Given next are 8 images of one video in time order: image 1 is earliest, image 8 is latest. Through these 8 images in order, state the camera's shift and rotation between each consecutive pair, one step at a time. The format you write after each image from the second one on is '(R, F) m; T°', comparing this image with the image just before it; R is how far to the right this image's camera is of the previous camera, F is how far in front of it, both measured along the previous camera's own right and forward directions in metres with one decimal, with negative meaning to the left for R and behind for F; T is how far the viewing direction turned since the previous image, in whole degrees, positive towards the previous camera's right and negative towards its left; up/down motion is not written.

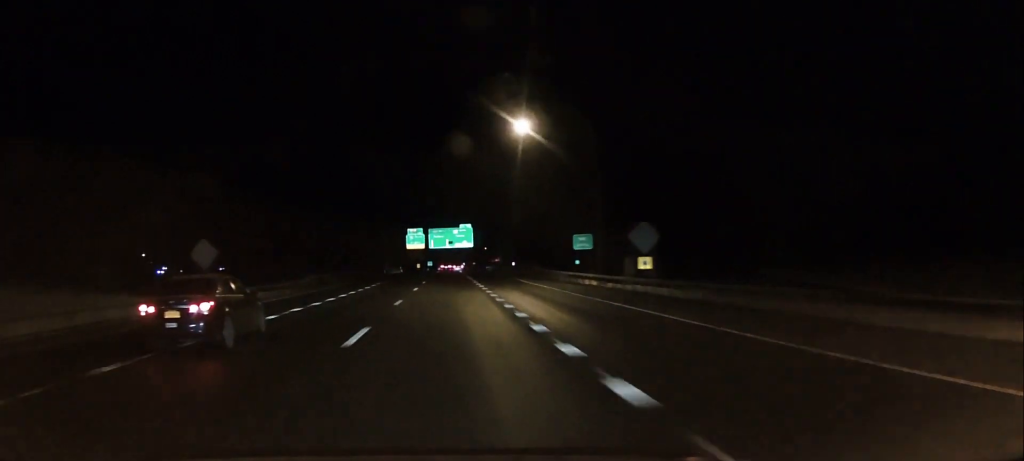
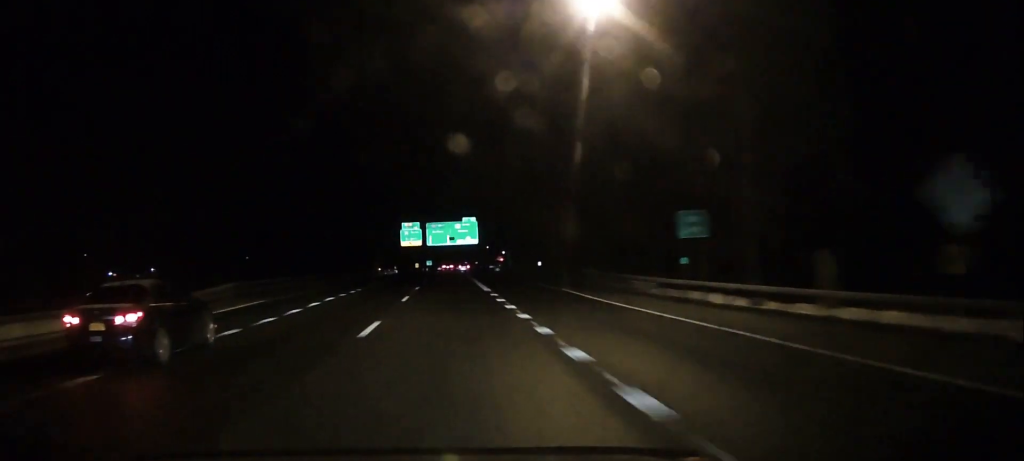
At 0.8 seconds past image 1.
(+0.4, +22.3) m; 0°
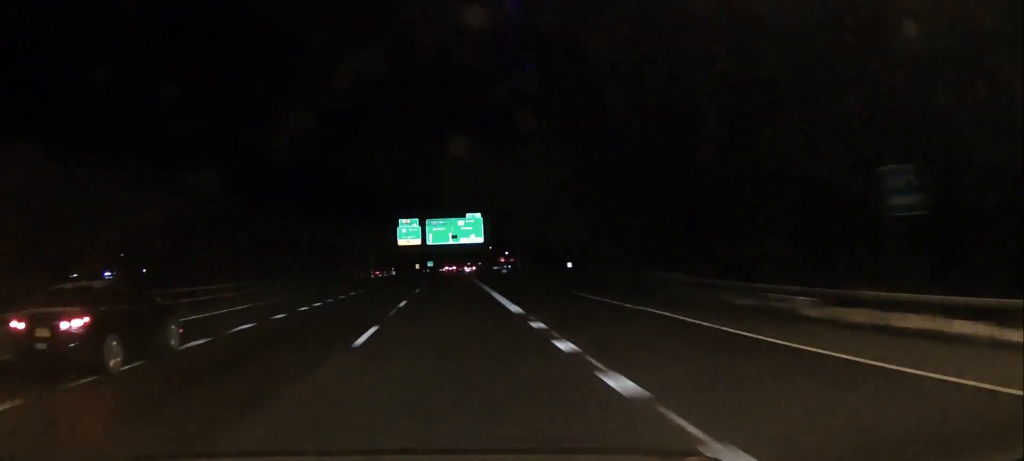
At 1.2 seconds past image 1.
(-0.1, +13.5) m; 0°
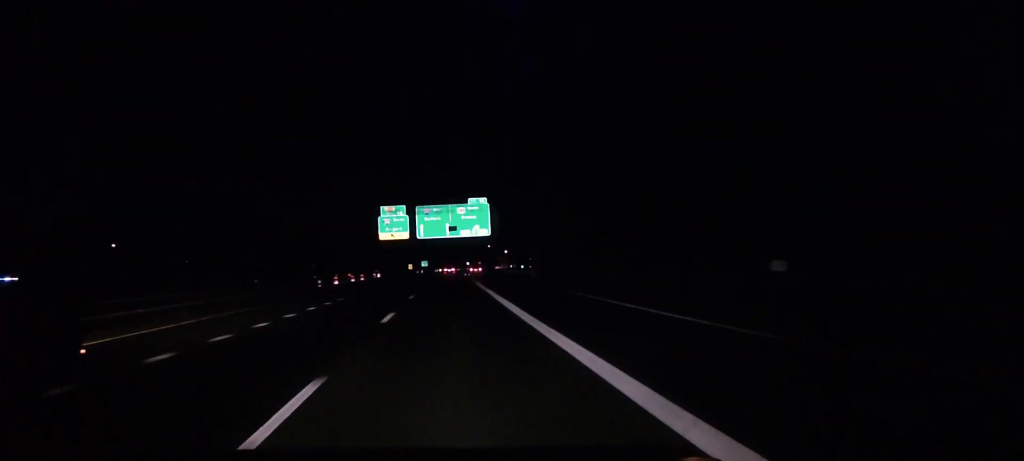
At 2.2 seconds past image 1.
(+0.1, +28.9) m; +2°
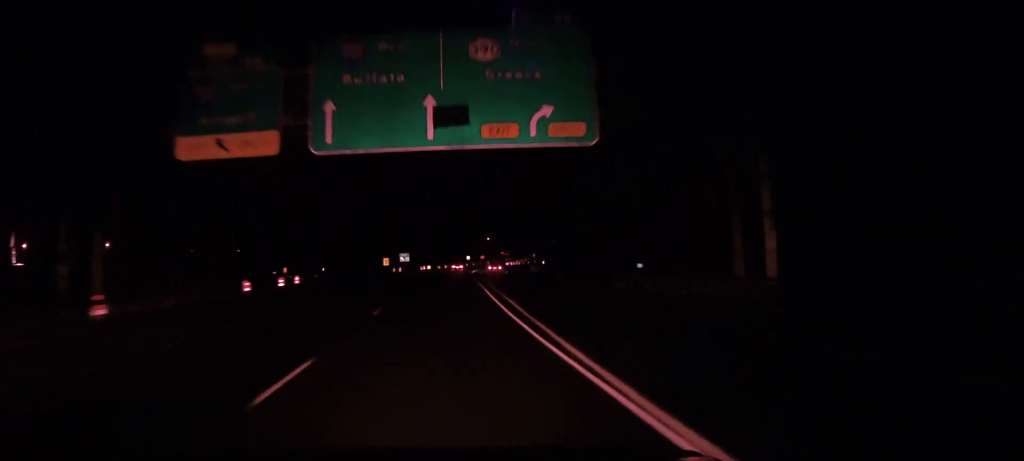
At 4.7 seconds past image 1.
(+2.1, +71.1) m; +2°
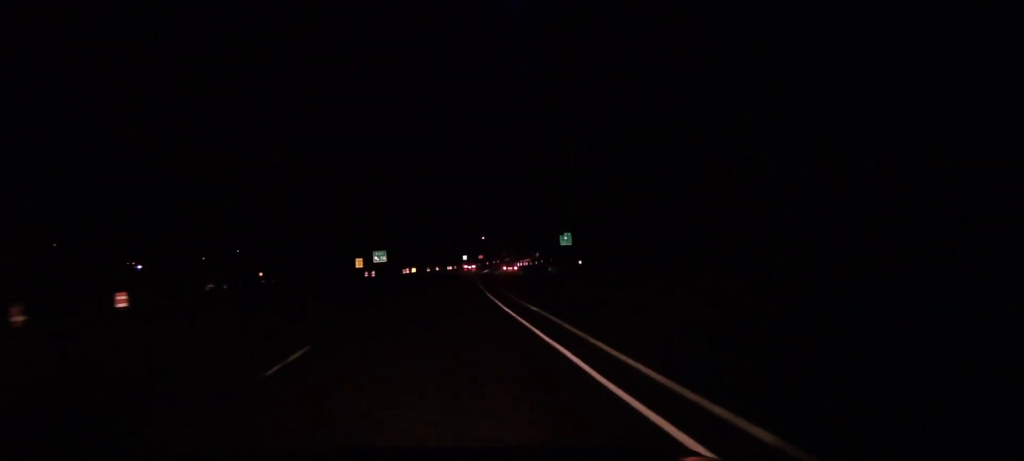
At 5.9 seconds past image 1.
(0.0, +36.3) m; 0°
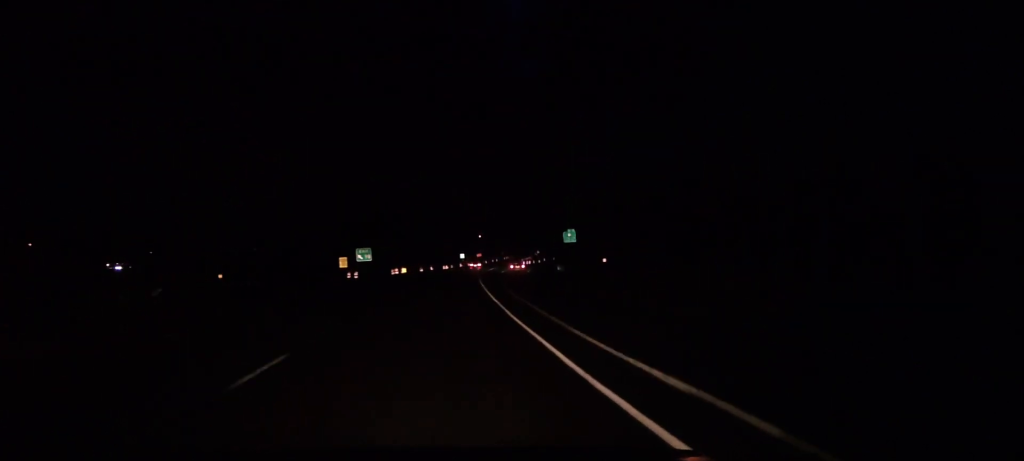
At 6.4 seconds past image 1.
(0.0, +13.7) m; 0°
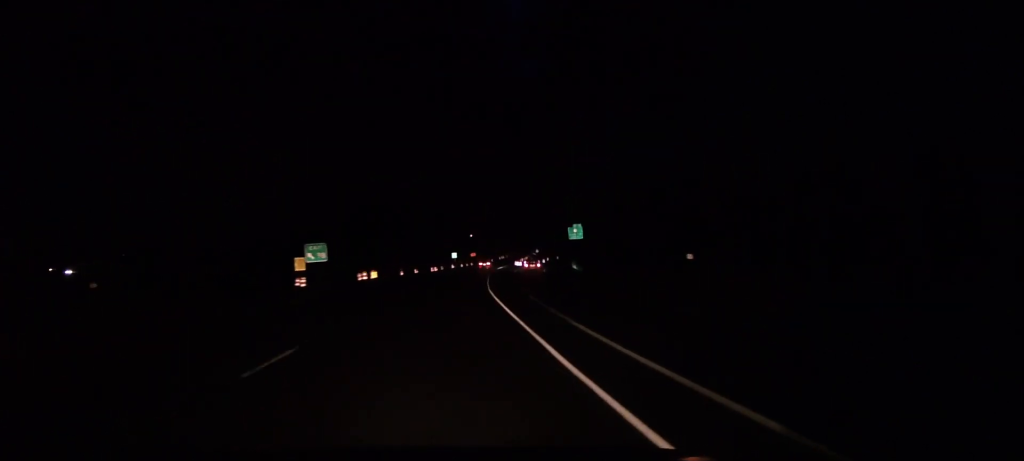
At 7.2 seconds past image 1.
(0.0, +24.5) m; 0°
